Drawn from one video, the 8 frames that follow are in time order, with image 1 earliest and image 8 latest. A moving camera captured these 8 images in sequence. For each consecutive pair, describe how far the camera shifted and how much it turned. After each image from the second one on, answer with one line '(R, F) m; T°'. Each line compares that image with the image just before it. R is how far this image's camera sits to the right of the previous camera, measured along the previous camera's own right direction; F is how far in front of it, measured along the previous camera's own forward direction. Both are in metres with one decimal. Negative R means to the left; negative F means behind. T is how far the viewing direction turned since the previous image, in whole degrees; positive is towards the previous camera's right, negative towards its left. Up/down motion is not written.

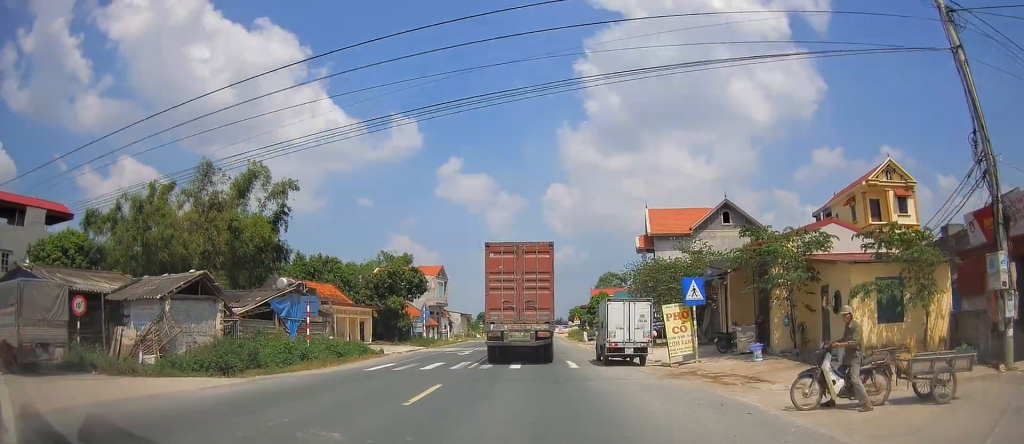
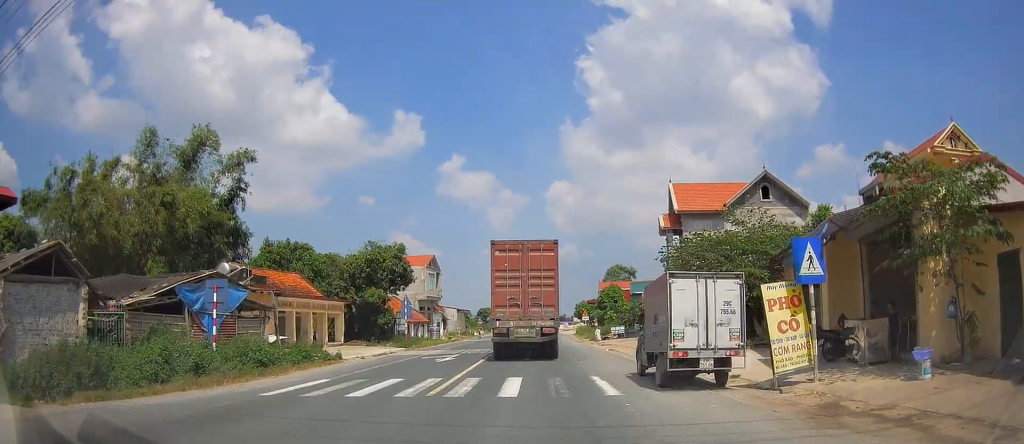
(0.0, +8.1) m; 0°
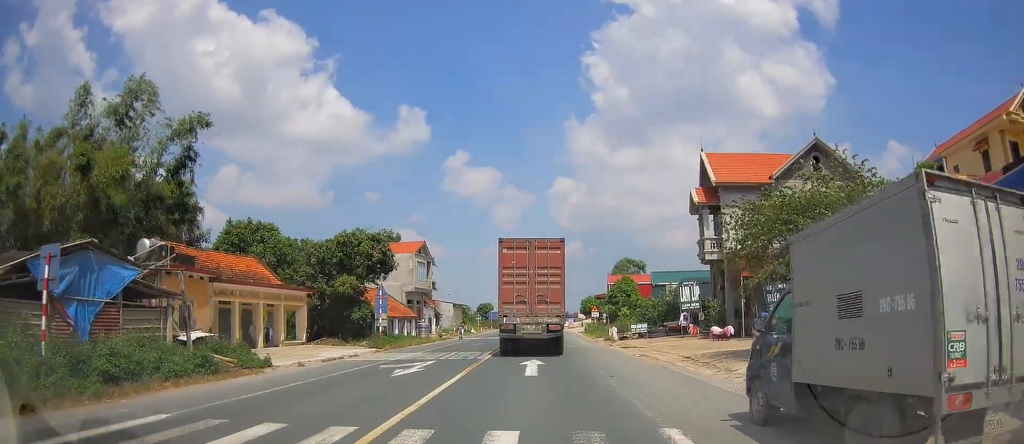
(0.0, +7.7) m; 0°
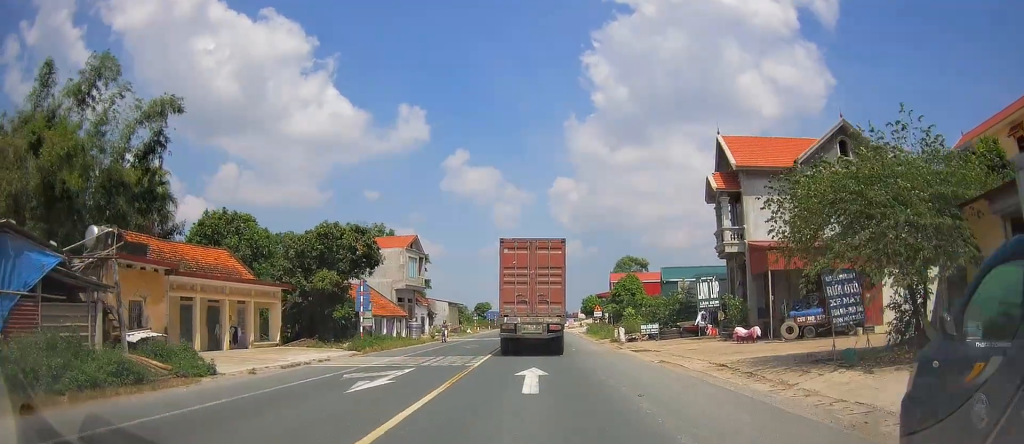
(0.0, +3.6) m; 0°
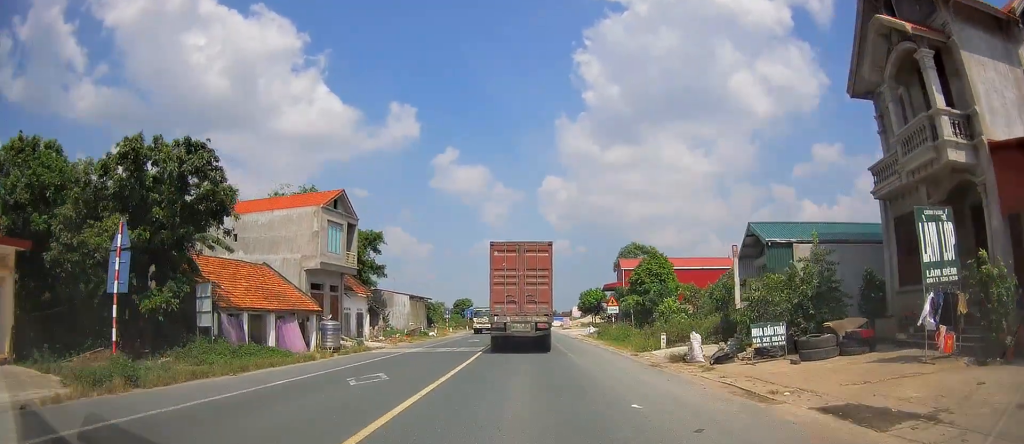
(0.0, +18.4) m; +1°
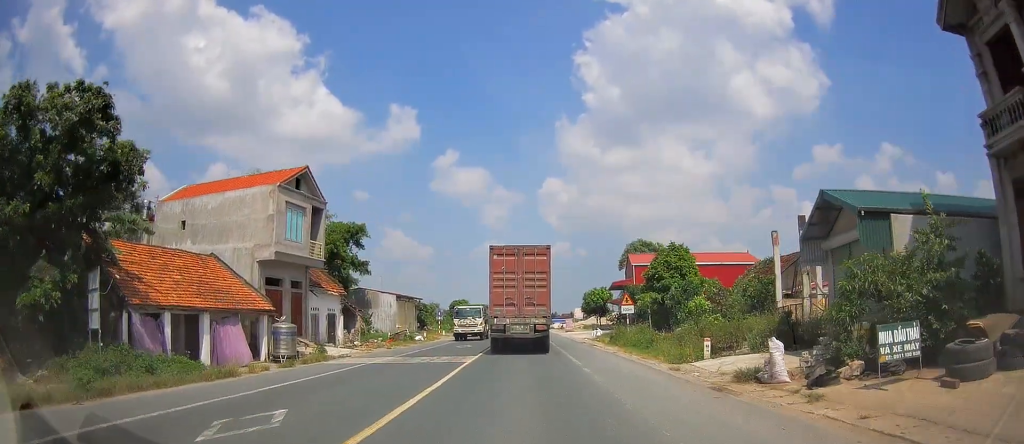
(+0.1, +6.0) m; +1°
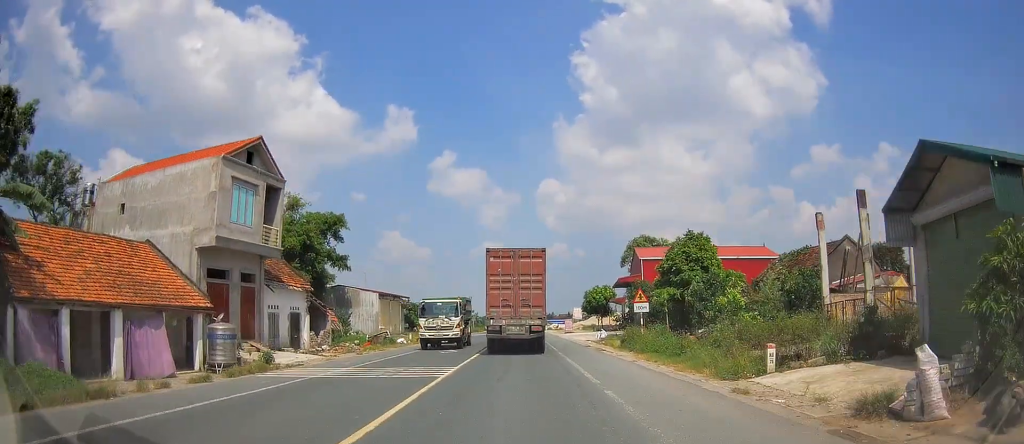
(0.0, +5.3) m; 0°
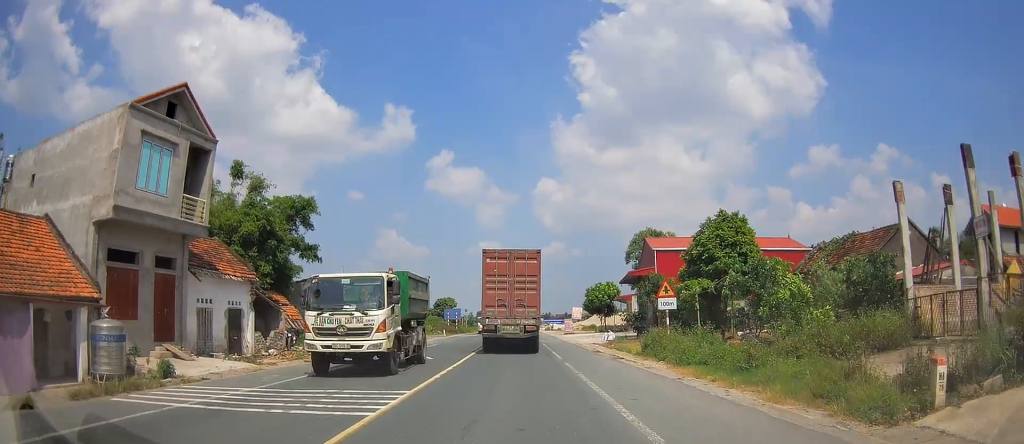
(0.0, +6.2) m; -1°
